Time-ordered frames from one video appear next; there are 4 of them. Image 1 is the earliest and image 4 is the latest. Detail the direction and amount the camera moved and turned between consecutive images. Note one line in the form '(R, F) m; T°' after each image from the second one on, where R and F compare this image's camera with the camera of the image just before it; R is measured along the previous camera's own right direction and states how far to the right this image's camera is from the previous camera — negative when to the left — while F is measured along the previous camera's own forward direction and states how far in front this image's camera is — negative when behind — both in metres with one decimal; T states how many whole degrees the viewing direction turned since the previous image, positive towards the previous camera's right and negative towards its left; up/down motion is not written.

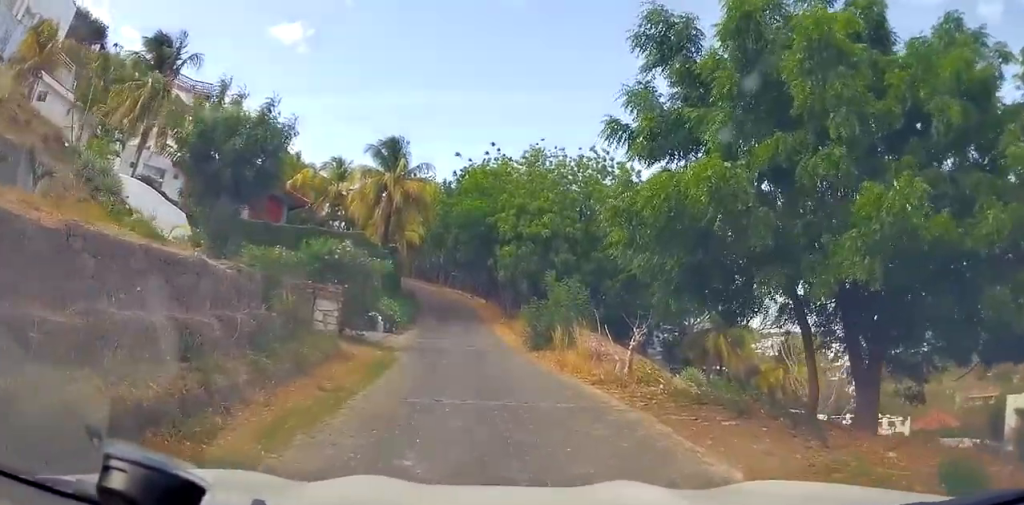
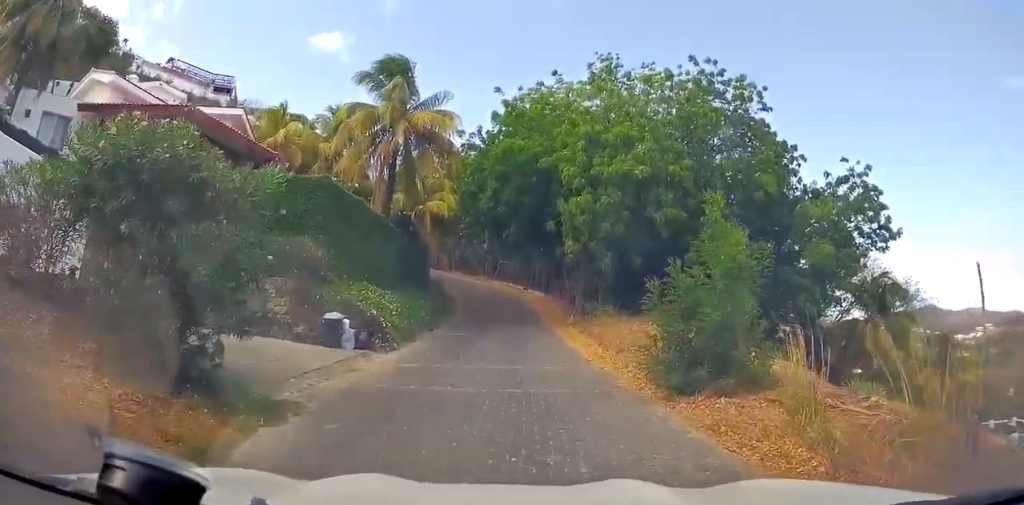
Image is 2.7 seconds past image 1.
(+0.4, +13.4) m; -5°
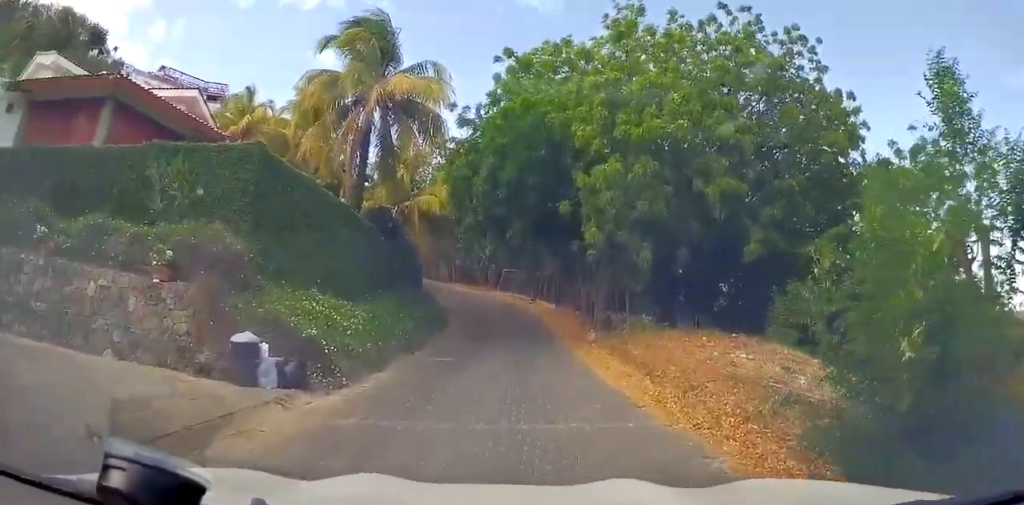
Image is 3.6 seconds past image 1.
(-0.3, +5.4) m; -3°
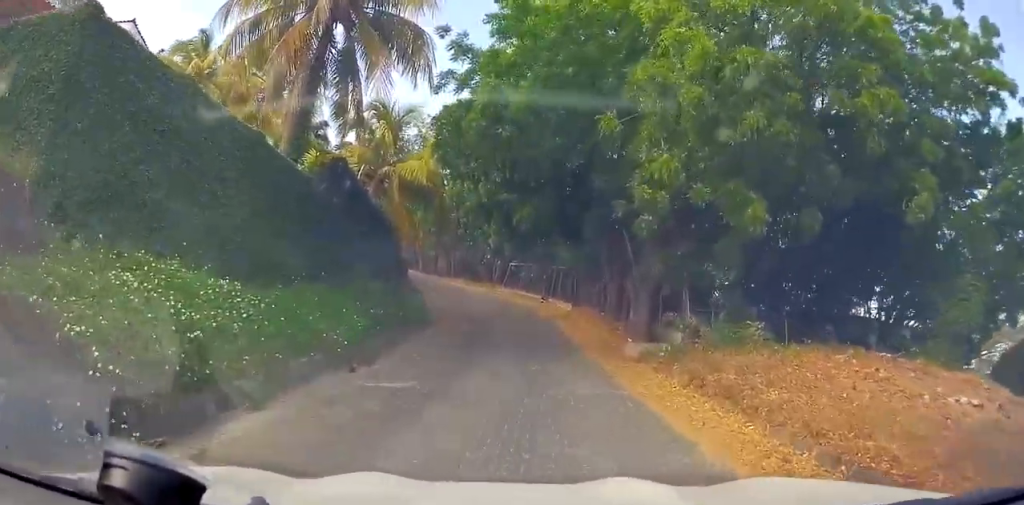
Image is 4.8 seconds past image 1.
(0.0, +6.8) m; +8°
